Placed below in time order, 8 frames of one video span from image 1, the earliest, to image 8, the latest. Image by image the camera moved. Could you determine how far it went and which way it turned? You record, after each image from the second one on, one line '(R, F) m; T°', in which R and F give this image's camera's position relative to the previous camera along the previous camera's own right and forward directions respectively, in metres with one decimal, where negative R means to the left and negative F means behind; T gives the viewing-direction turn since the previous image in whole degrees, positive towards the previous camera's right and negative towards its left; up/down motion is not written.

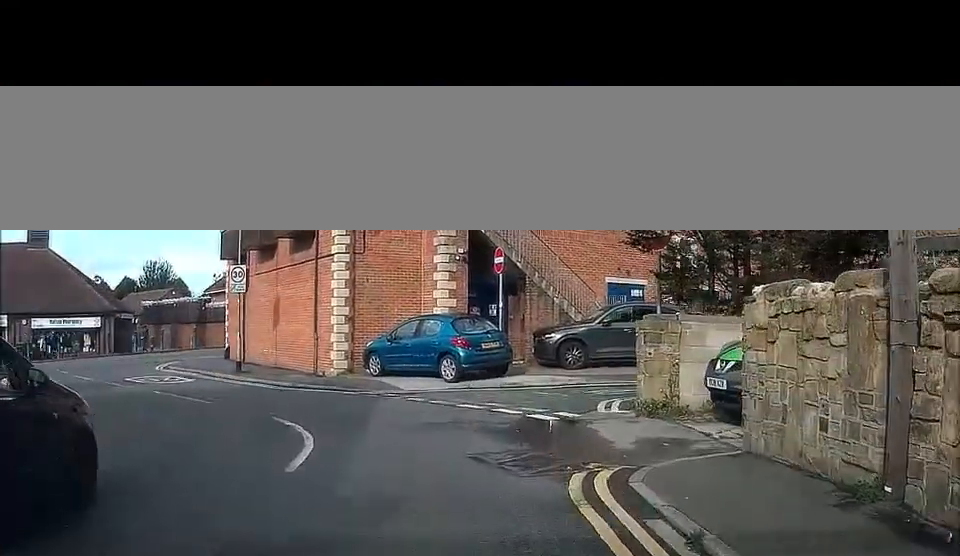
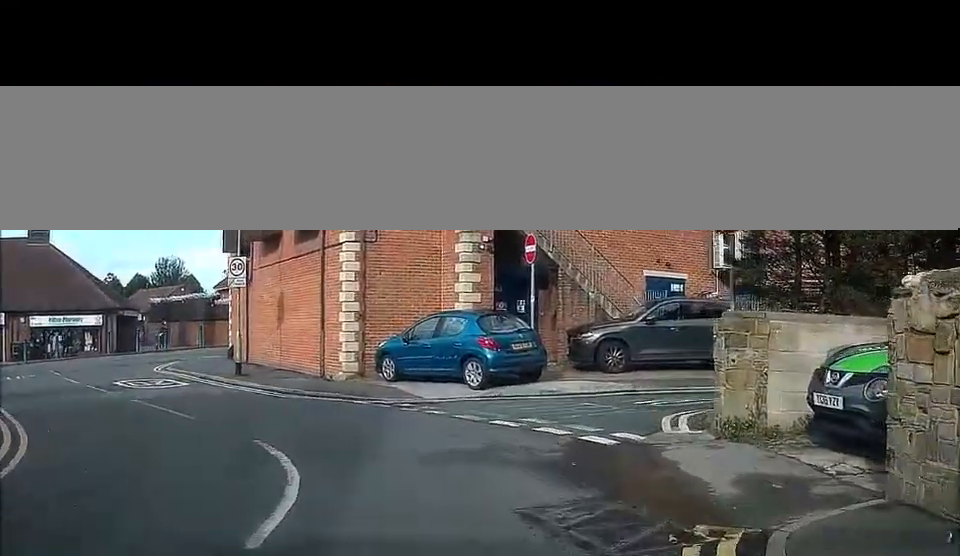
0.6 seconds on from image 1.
(0.0, +2.6) m; -2°
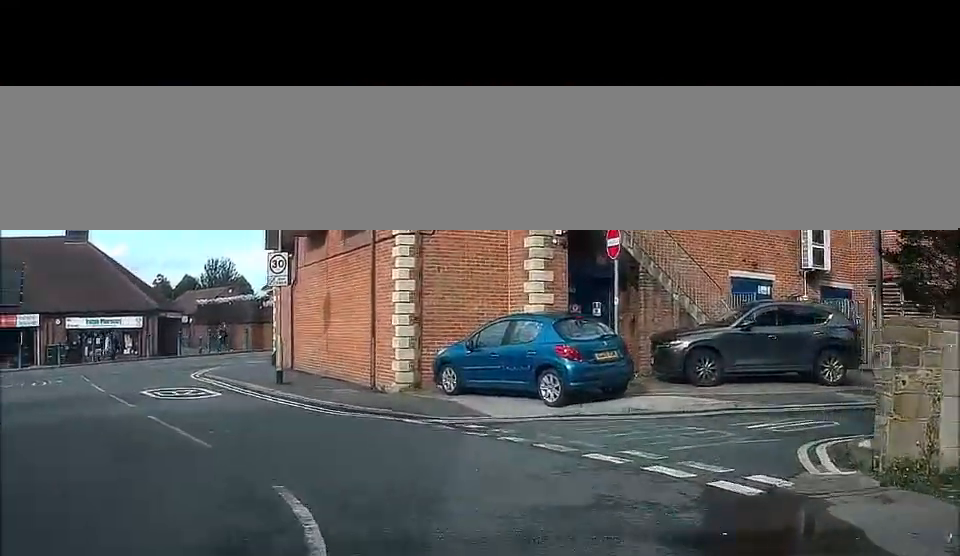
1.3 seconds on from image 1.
(-0.2, +2.6) m; -4°
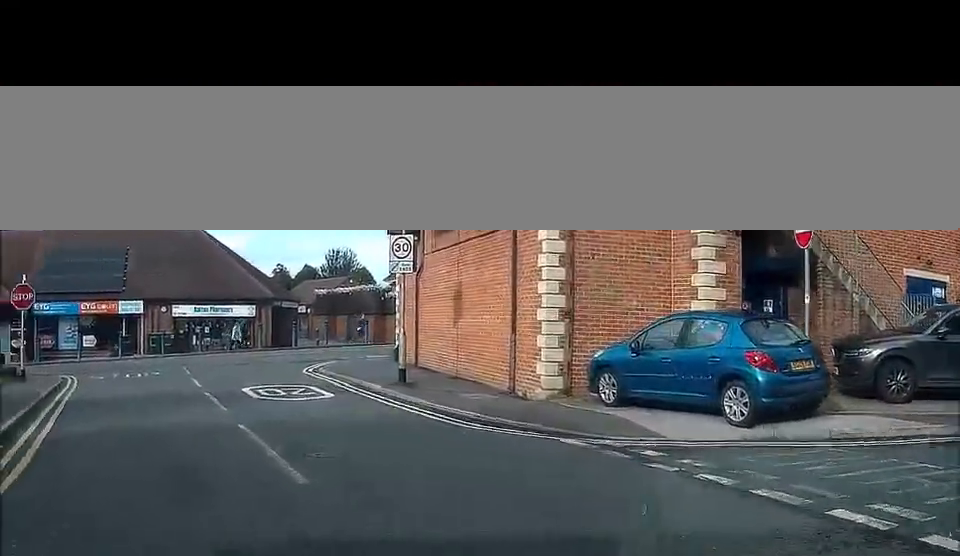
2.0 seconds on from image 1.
(-0.1, +2.9) m; -4°
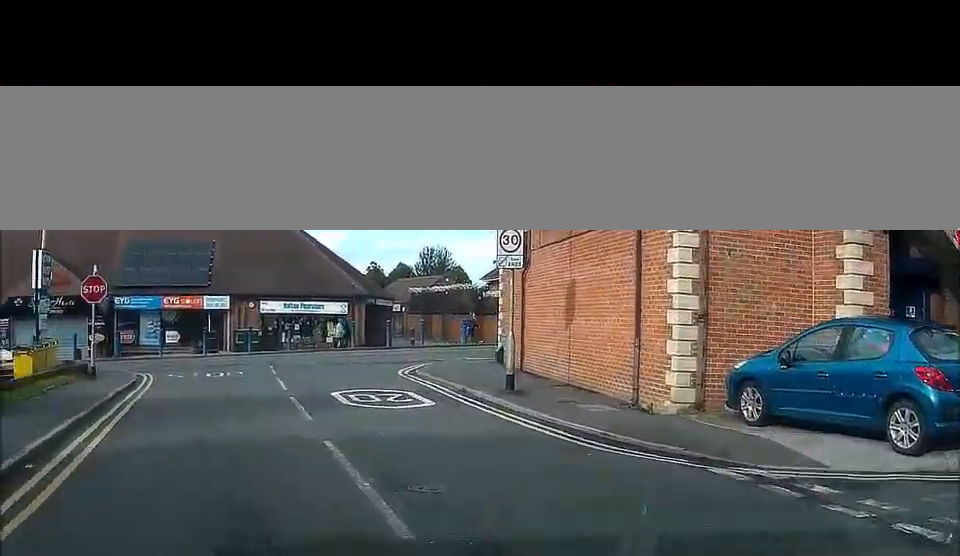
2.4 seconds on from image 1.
(+0.1, +2.0) m; -3°
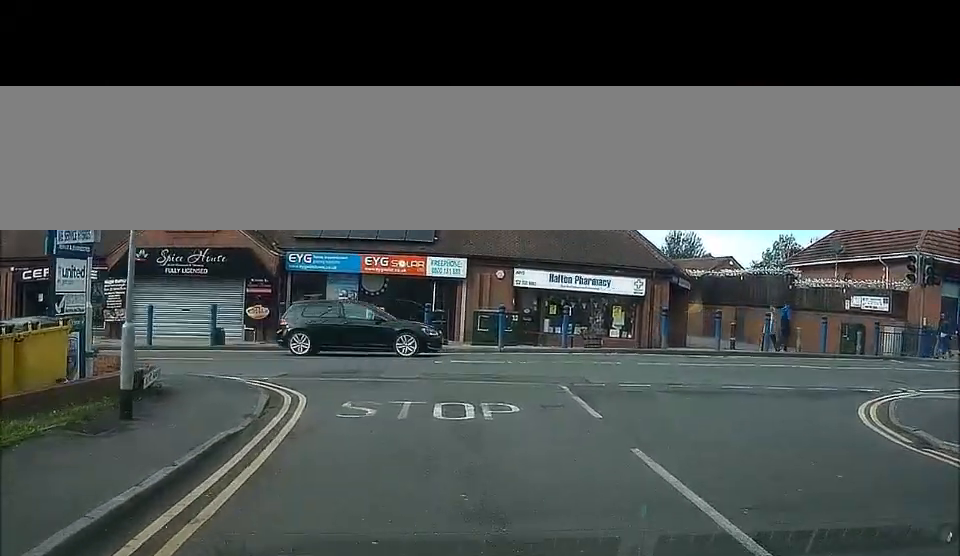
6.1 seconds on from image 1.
(-2.9, +16.0) m; -17°
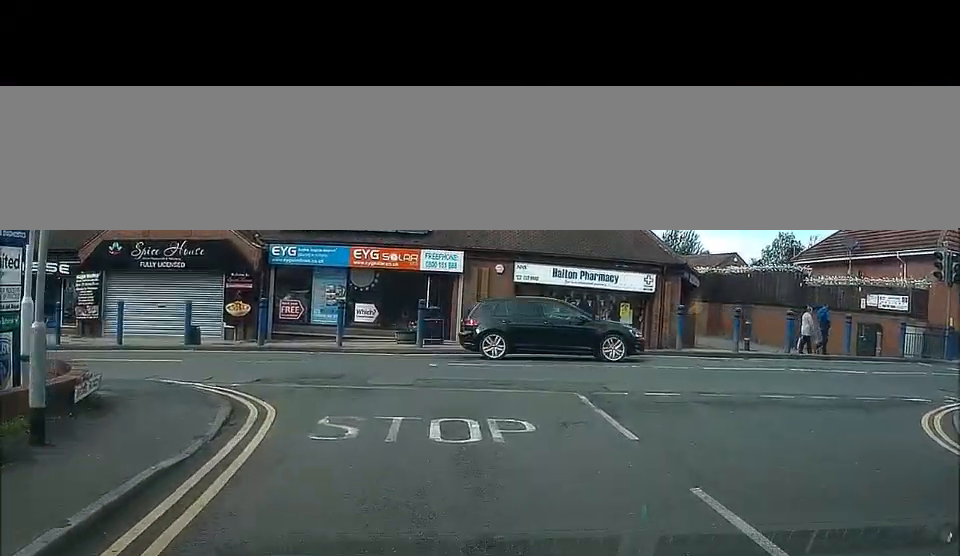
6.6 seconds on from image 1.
(-0.1, +2.1) m; +1°
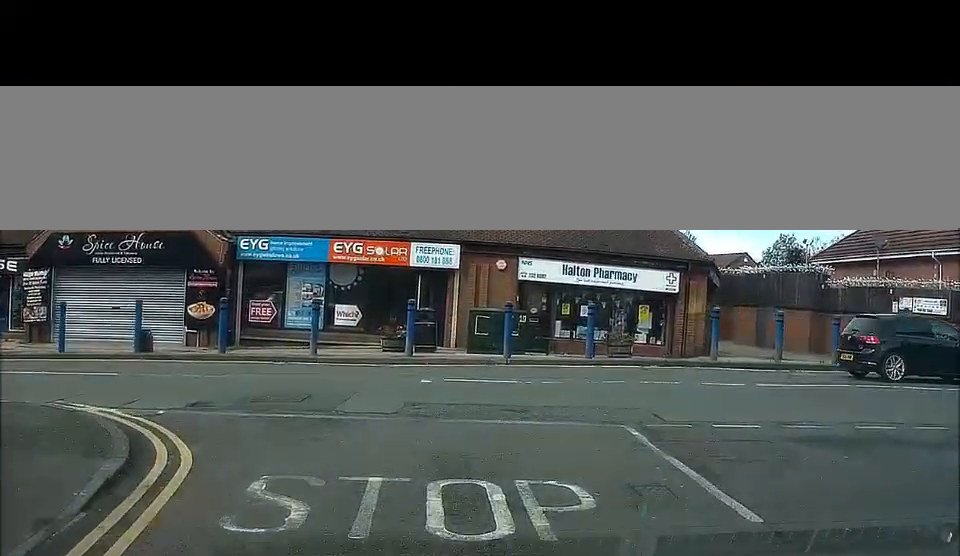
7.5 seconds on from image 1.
(+0.3, +3.6) m; +3°
